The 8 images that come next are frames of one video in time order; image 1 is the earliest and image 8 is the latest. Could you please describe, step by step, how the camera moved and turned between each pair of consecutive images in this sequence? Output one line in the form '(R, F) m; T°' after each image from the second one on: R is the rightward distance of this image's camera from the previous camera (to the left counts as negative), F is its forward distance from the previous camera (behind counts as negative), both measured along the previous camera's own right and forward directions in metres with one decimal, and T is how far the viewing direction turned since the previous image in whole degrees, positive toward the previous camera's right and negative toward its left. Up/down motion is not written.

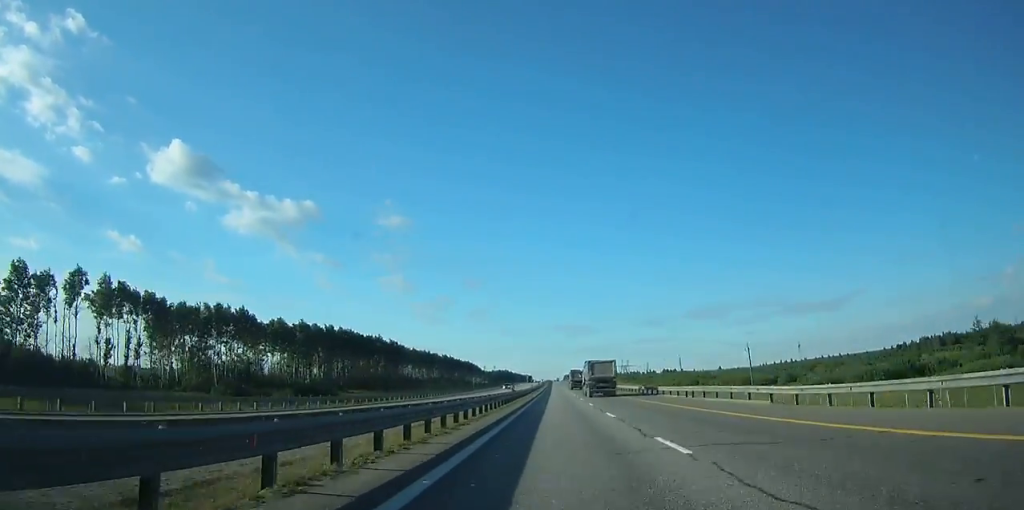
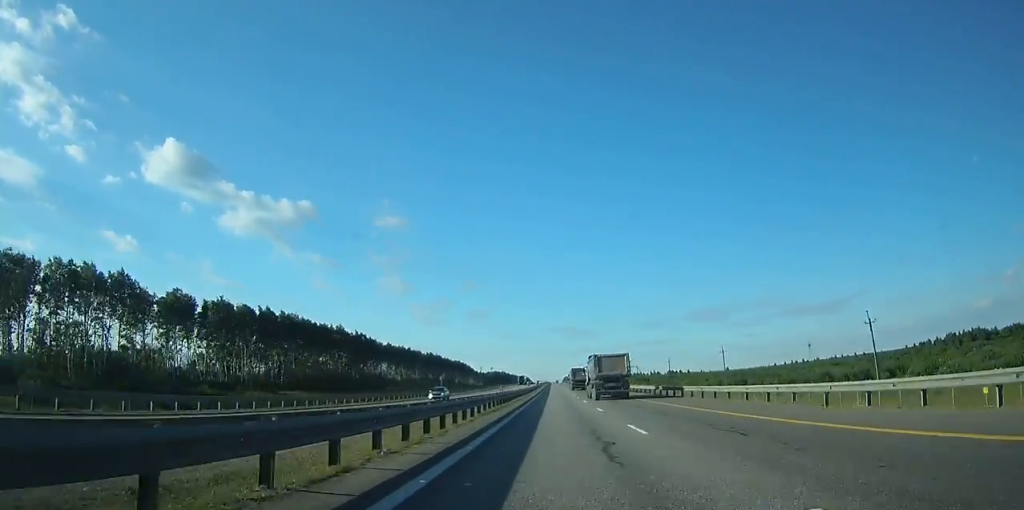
(0.0, +46.5) m; 0°
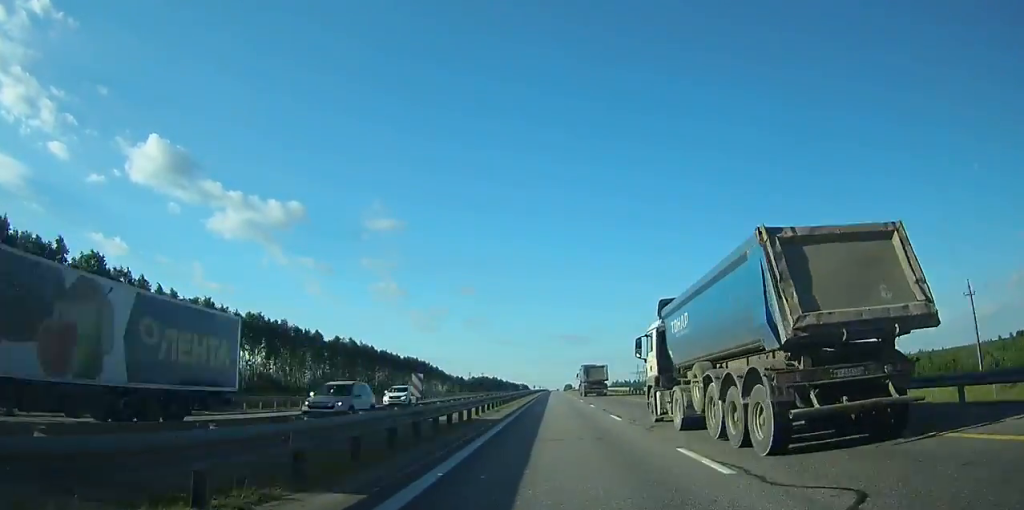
(+0.1, +144.0) m; 0°
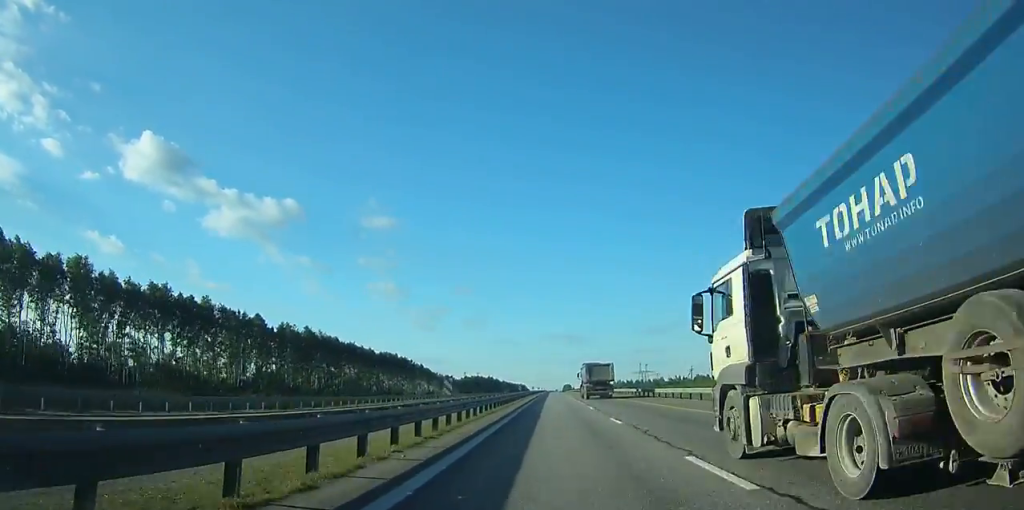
(0.0, +37.9) m; 0°
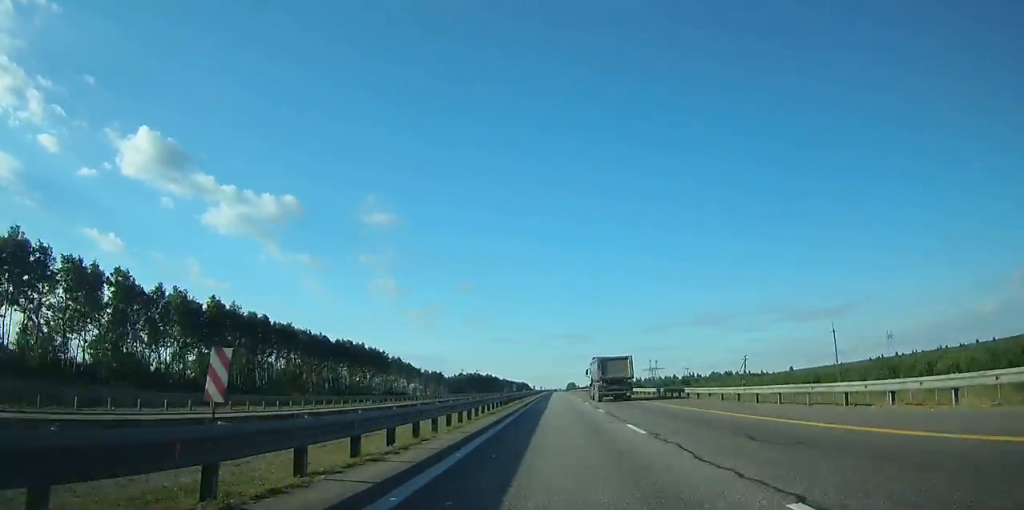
(0.0, +51.3) m; 0°
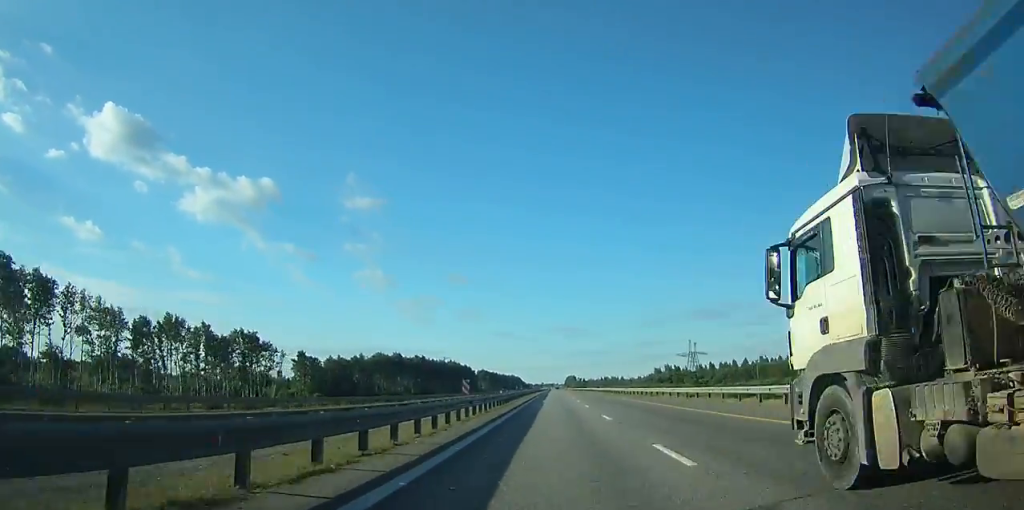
(+0.3, +213.5) m; 0°
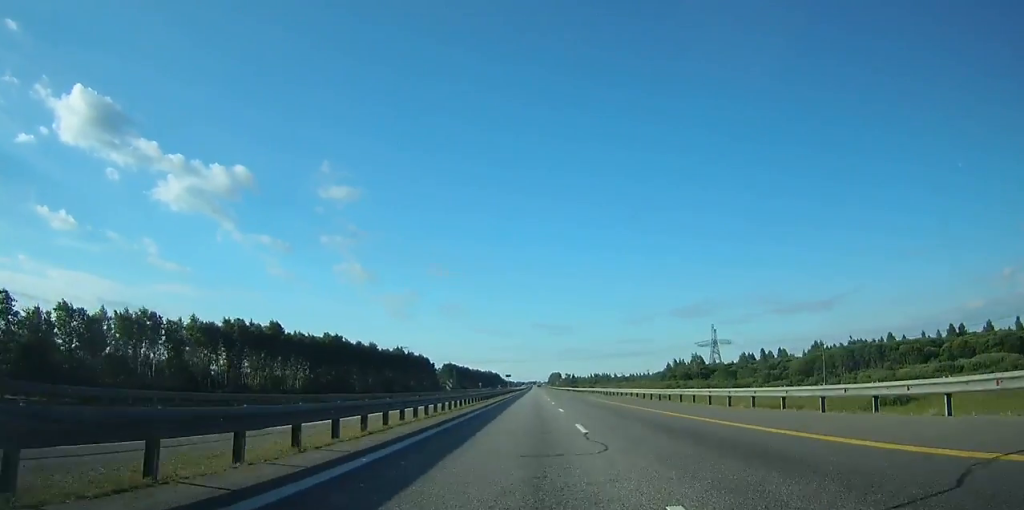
(+0.8, +111.4) m; +1°
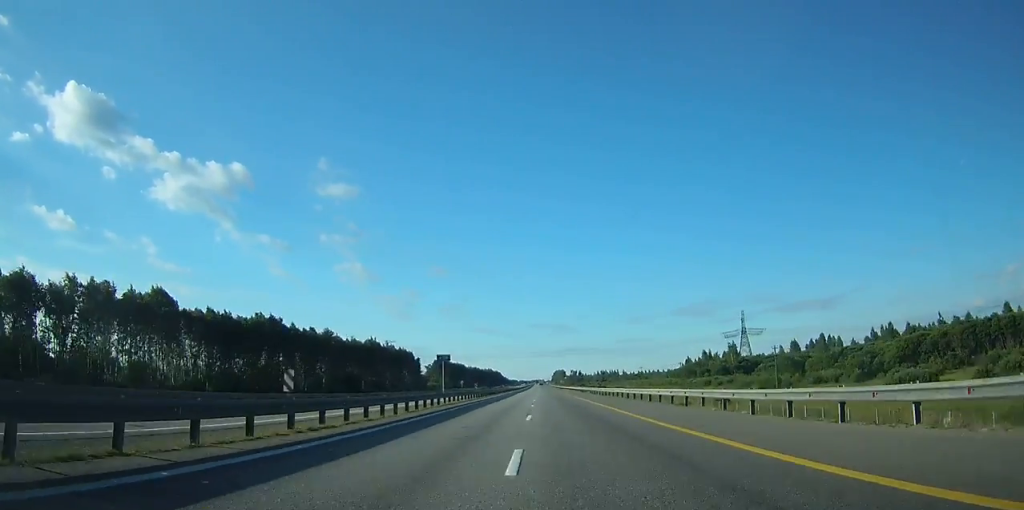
(+0.3, +50.0) m; 0°
